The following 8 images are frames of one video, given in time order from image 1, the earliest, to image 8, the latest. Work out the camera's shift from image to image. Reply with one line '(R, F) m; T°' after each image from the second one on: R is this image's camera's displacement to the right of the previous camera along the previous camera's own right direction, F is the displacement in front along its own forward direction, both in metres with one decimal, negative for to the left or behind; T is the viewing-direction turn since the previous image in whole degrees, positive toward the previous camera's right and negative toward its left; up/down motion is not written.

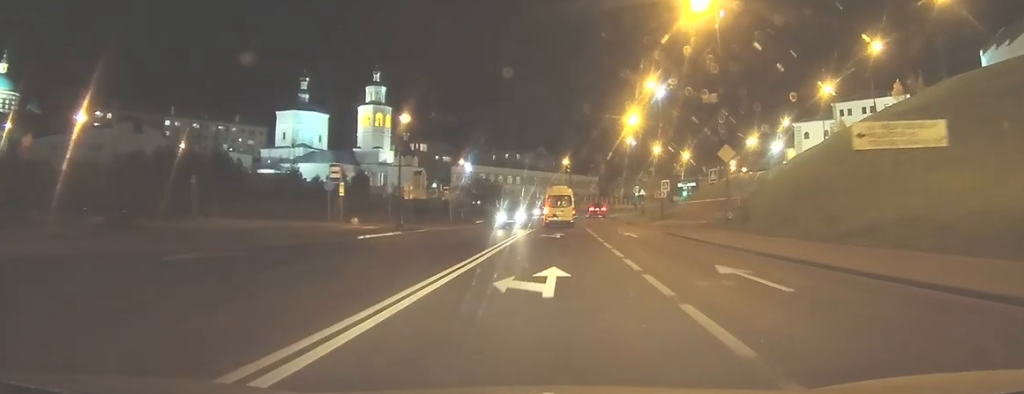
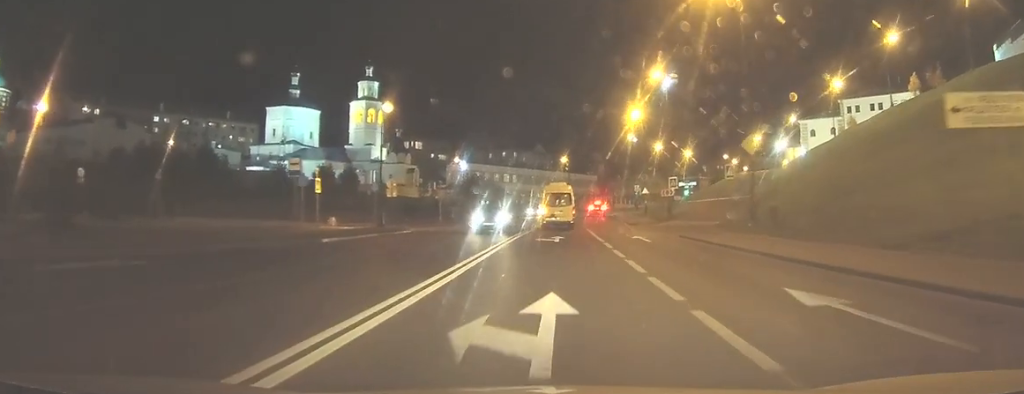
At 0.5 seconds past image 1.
(0.0, +4.6) m; 0°
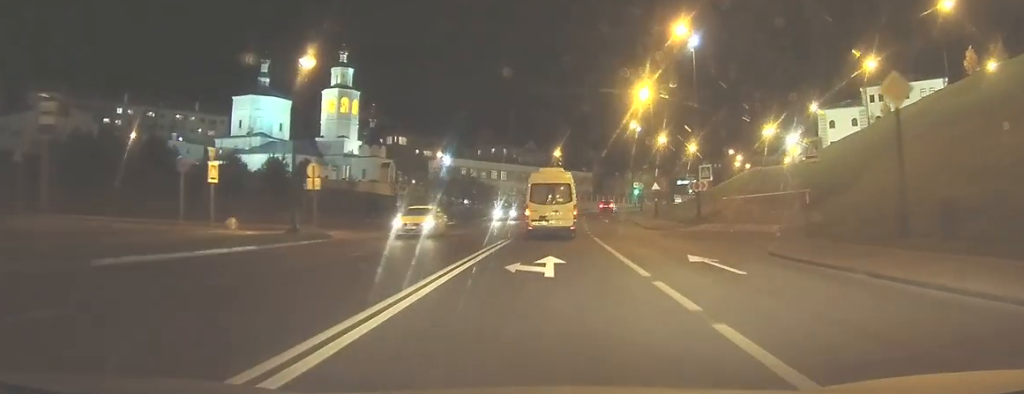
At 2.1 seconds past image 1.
(-0.1, +12.4) m; 0°
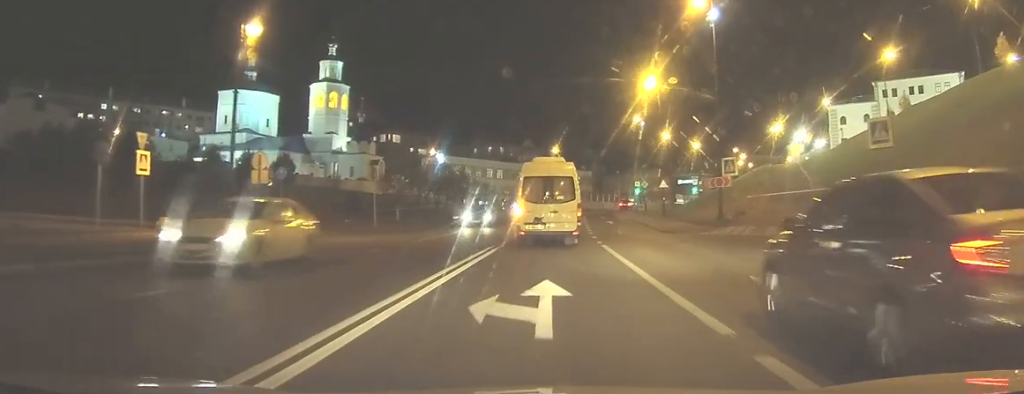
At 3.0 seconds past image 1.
(+0.1, +5.3) m; +1°
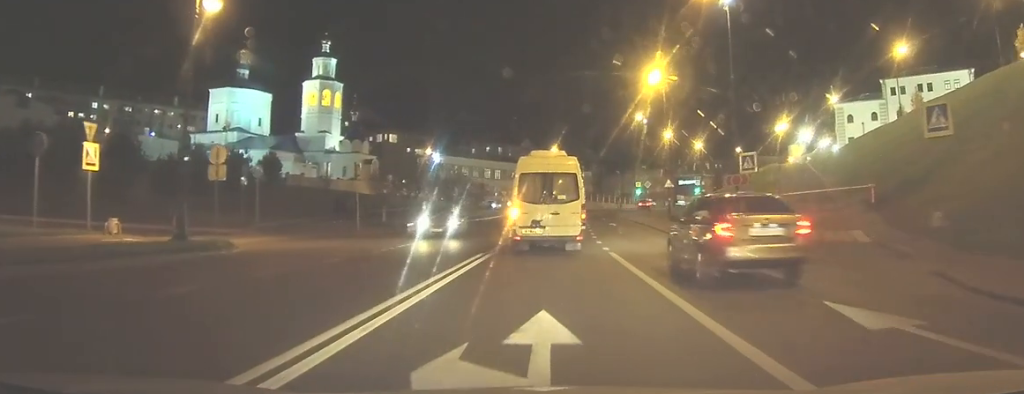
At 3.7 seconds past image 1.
(0.0, +3.6) m; +1°
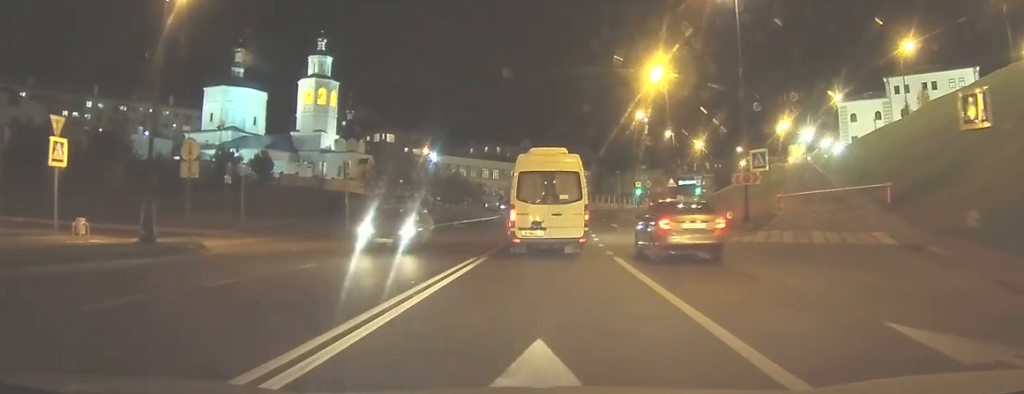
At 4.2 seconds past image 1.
(0.0, +2.2) m; 0°
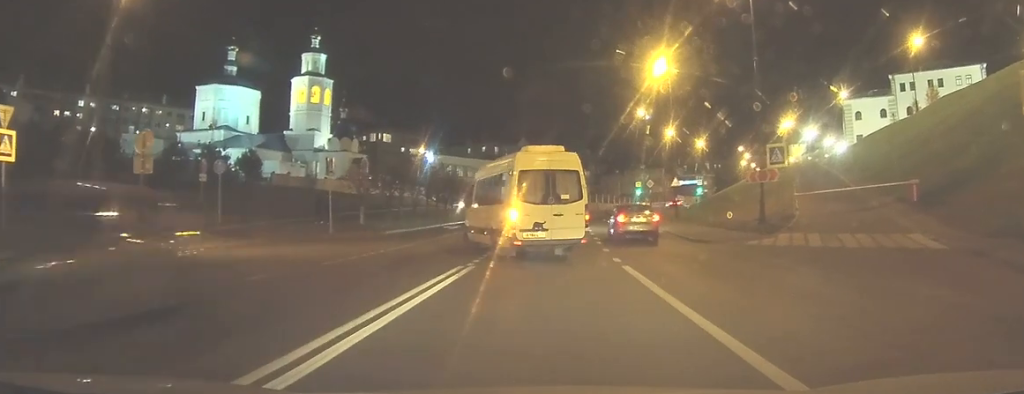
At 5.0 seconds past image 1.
(0.0, +3.3) m; +1°
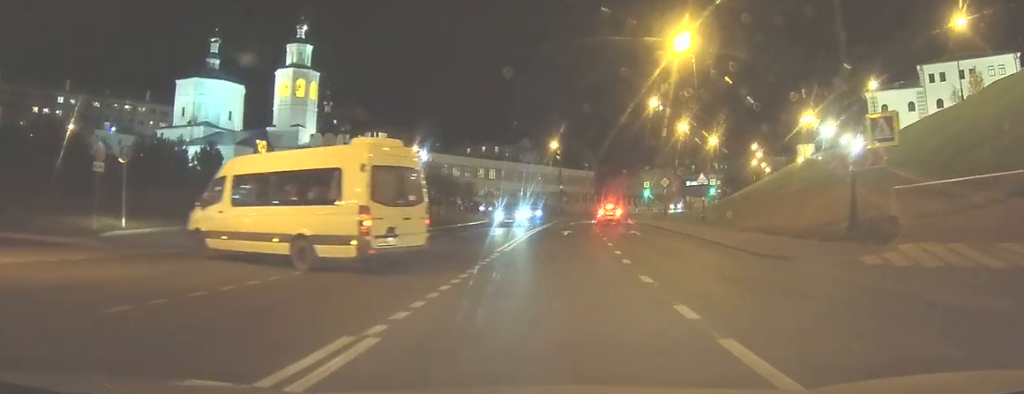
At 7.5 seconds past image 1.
(-0.3, +8.2) m; -4°
